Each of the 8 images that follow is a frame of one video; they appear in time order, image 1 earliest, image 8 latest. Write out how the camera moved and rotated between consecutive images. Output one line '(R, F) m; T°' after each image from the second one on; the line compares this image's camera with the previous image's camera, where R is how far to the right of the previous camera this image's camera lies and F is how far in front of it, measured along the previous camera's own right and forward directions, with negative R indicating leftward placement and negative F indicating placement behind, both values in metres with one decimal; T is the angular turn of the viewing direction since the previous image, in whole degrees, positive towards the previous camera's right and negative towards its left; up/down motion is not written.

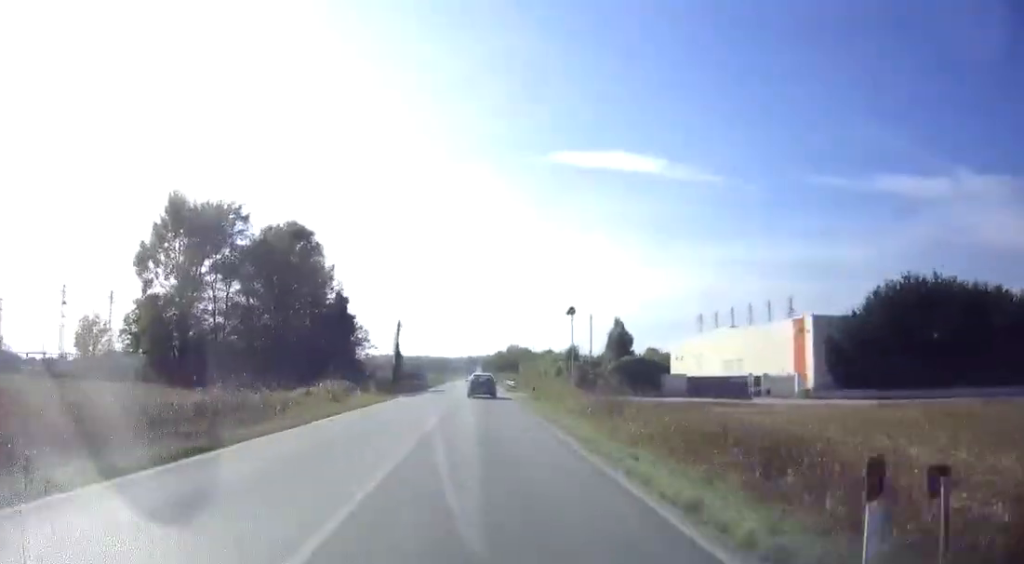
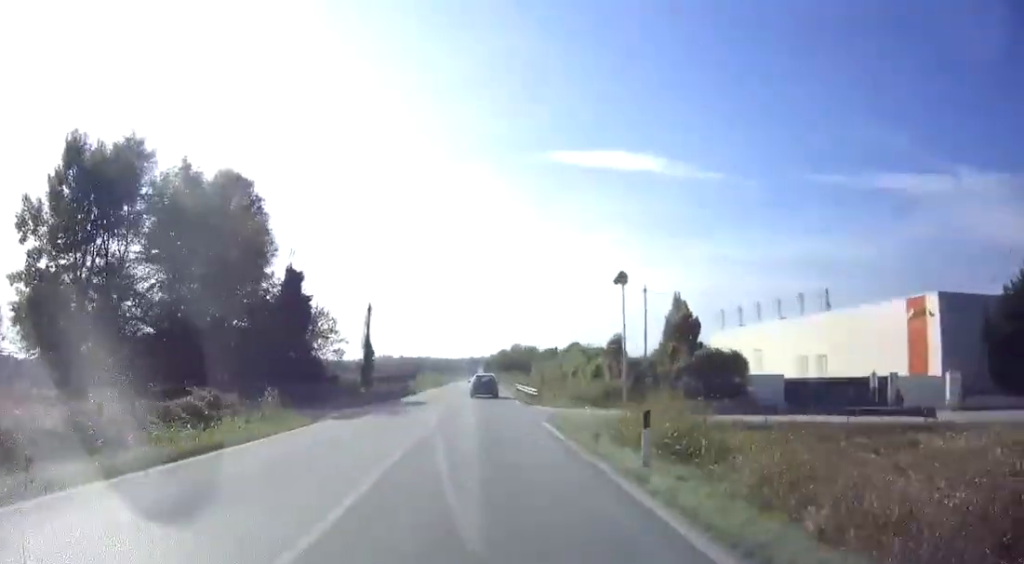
(-0.2, +18.9) m; -1°
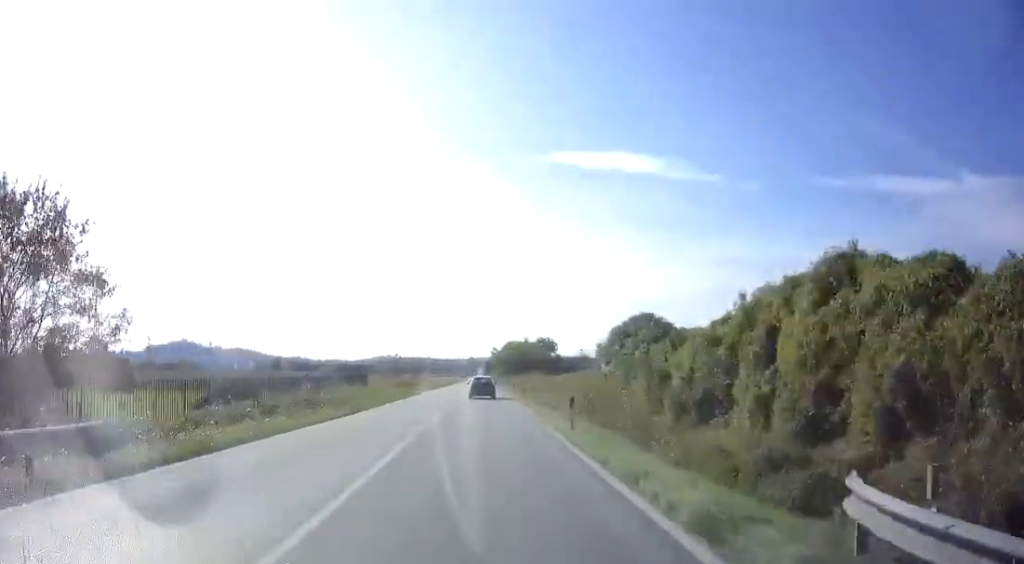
(-0.2, +43.2) m; 0°
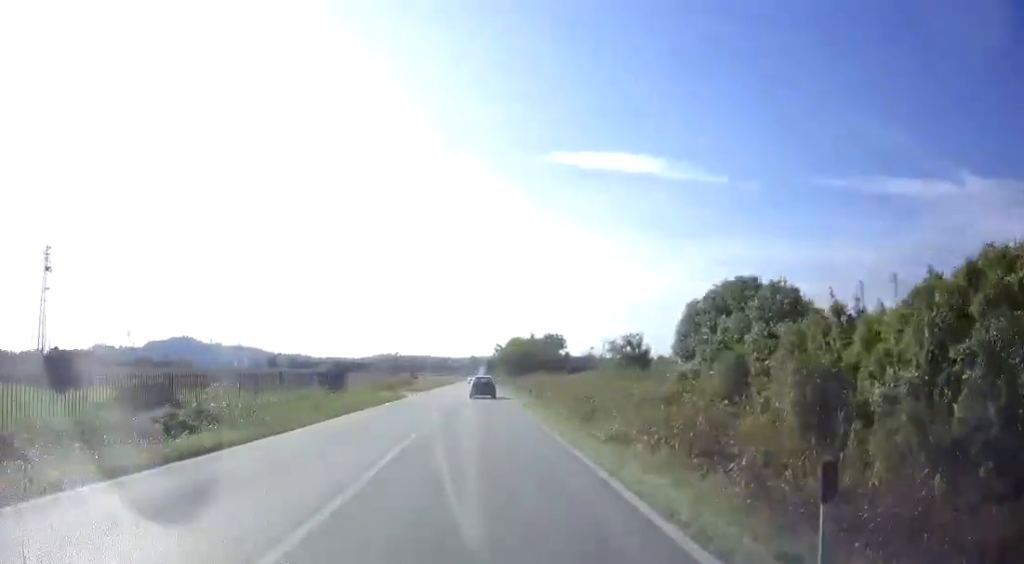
(+0.1, +11.7) m; 0°
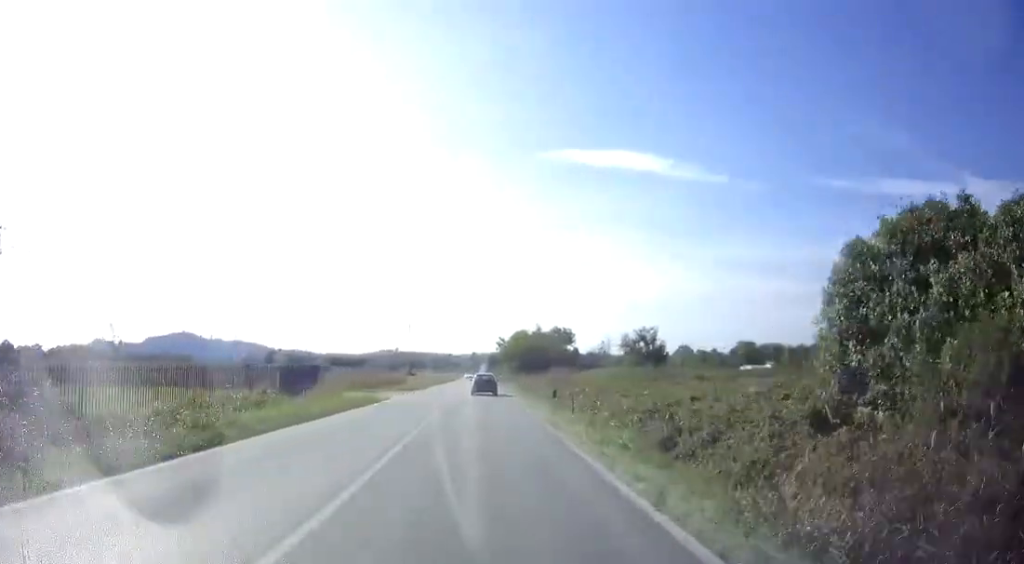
(+0.2, +9.3) m; 0°
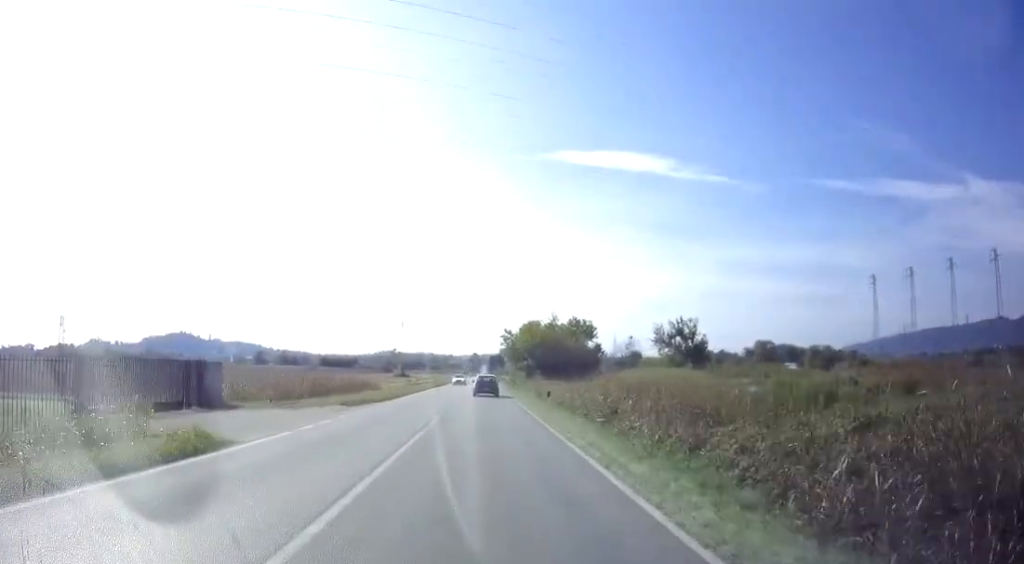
(-0.4, +21.8) m; -1°
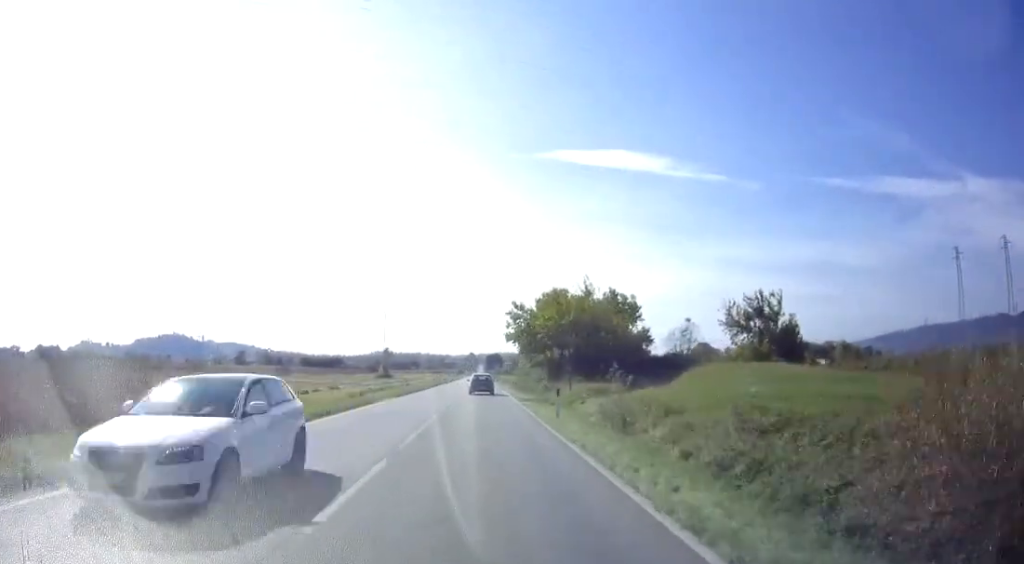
(+0.5, +28.3) m; +1°
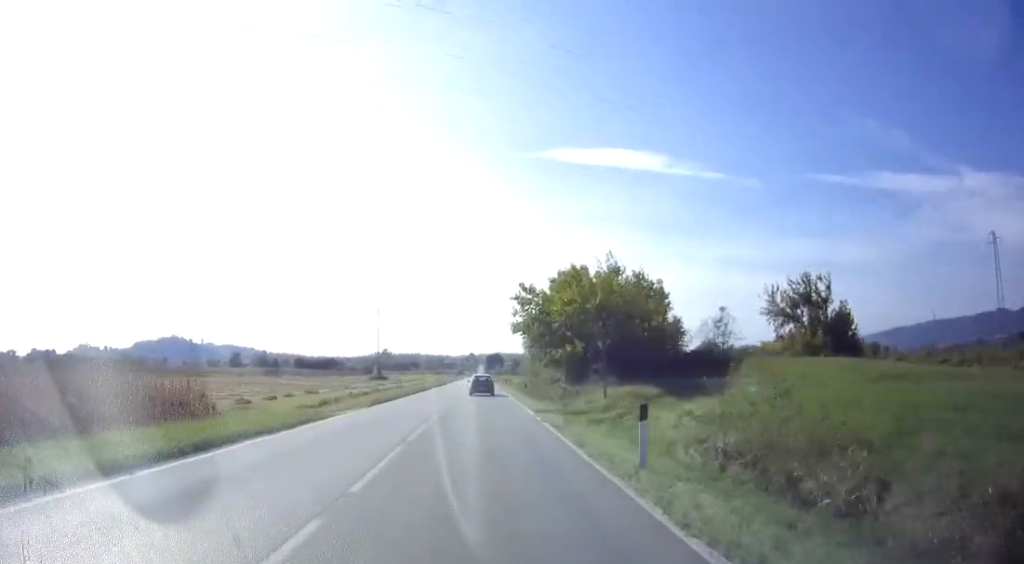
(+0.1, +10.1) m; 0°
